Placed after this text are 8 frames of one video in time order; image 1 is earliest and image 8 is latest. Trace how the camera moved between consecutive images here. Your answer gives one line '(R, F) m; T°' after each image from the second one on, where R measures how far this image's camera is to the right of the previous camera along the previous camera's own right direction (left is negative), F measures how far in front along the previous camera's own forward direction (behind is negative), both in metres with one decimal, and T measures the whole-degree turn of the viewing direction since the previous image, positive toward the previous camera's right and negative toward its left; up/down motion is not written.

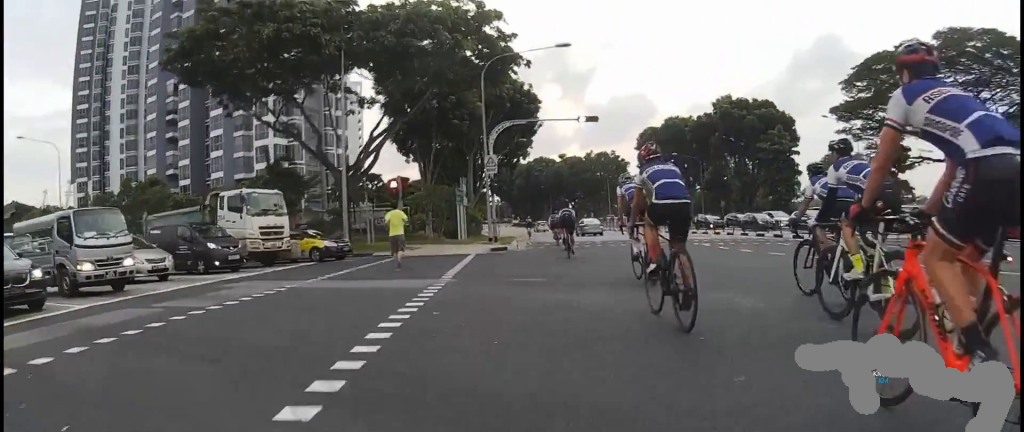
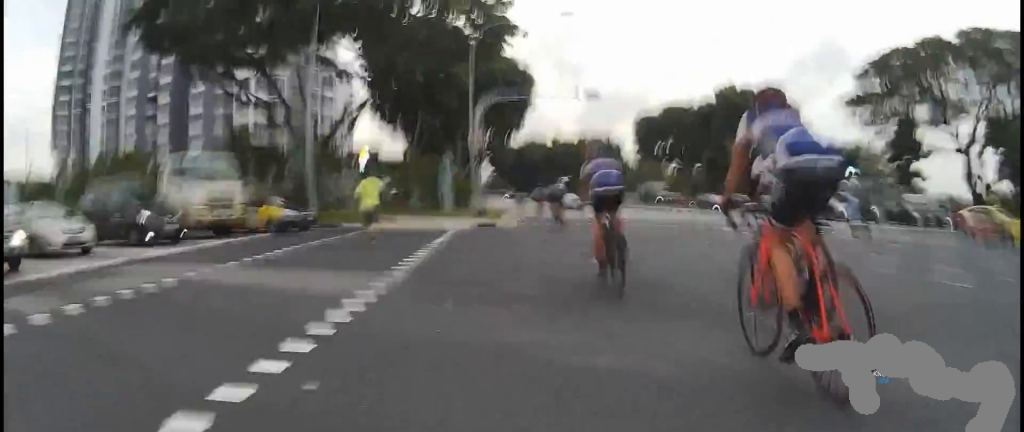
(+0.5, +3.6) m; -1°
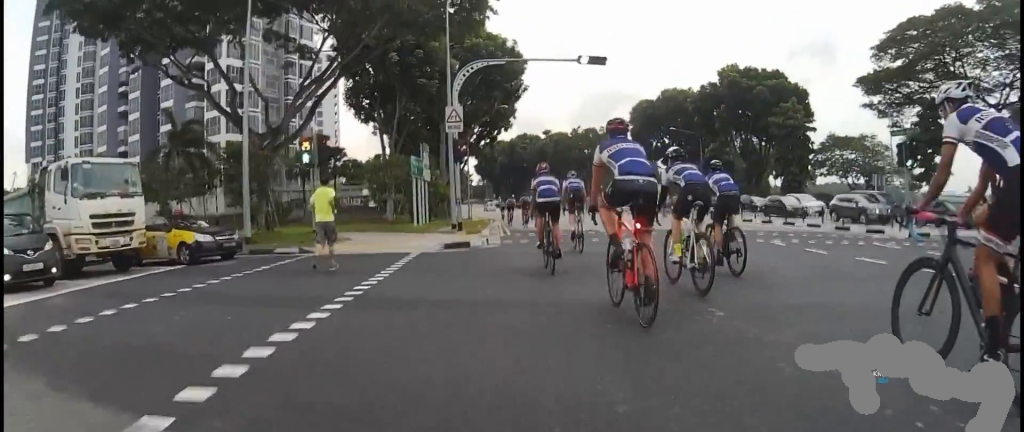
(-0.3, +5.6) m; -8°
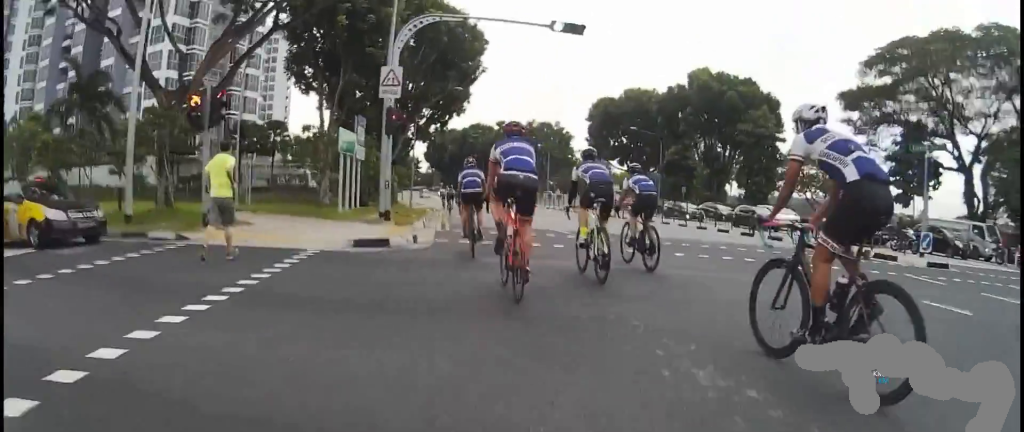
(-0.4, +3.9) m; -4°
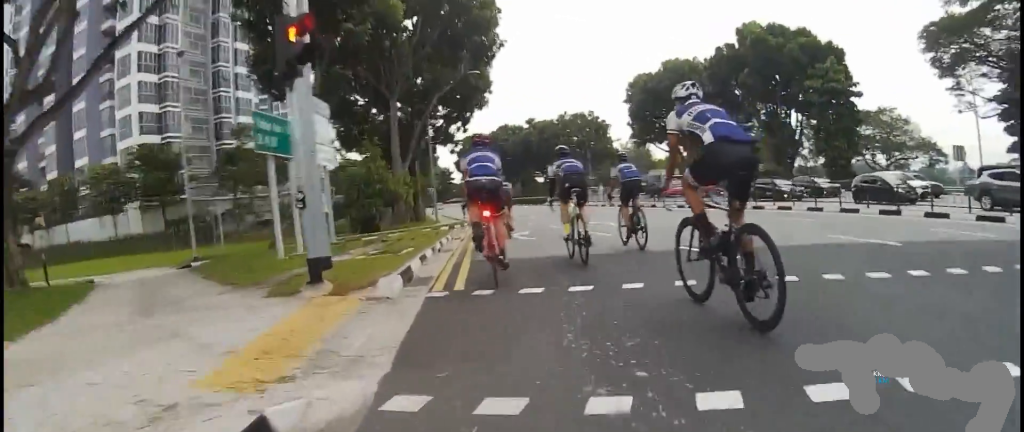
(+1.3, +9.2) m; +10°
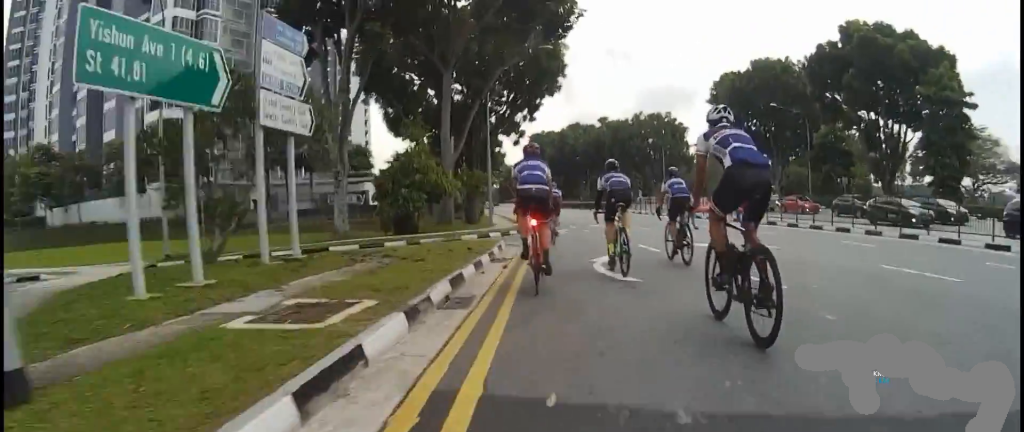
(-0.1, +6.3) m; -4°
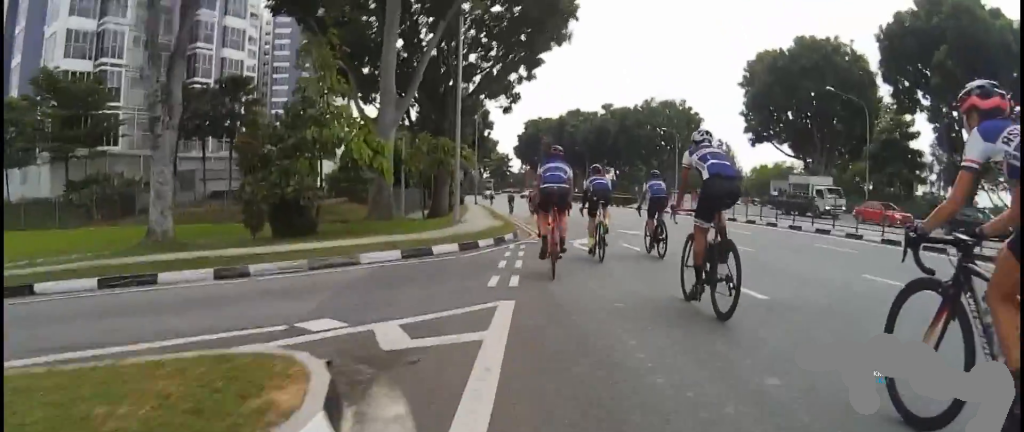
(-0.5, +12.7) m; +1°
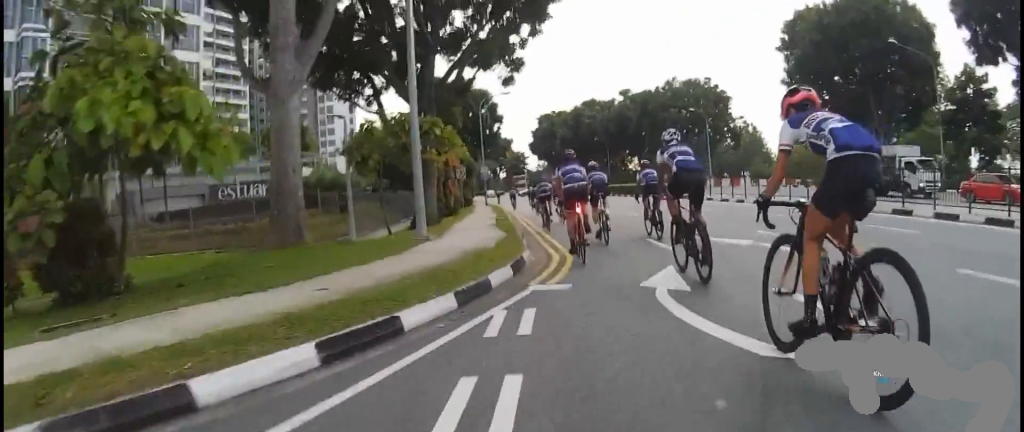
(-0.1, +8.9) m; -5°
